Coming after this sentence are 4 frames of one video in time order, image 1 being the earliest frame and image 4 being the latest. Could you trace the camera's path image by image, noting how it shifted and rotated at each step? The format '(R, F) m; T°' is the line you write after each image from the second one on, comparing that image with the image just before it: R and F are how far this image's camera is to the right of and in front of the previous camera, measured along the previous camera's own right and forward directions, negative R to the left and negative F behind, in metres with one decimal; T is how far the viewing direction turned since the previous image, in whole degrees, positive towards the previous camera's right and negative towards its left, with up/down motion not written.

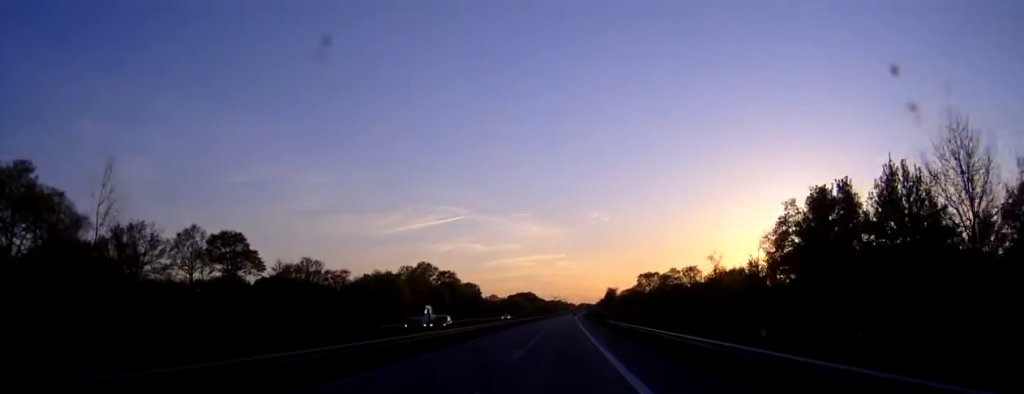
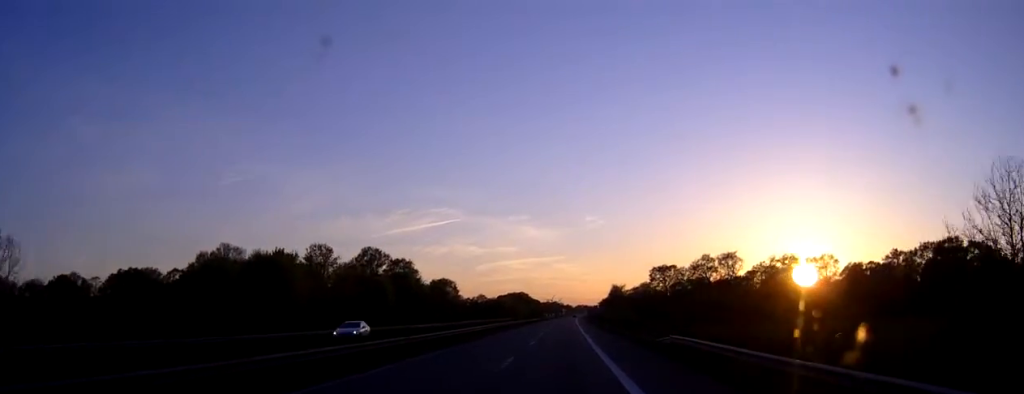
(+0.4, +58.4) m; 0°
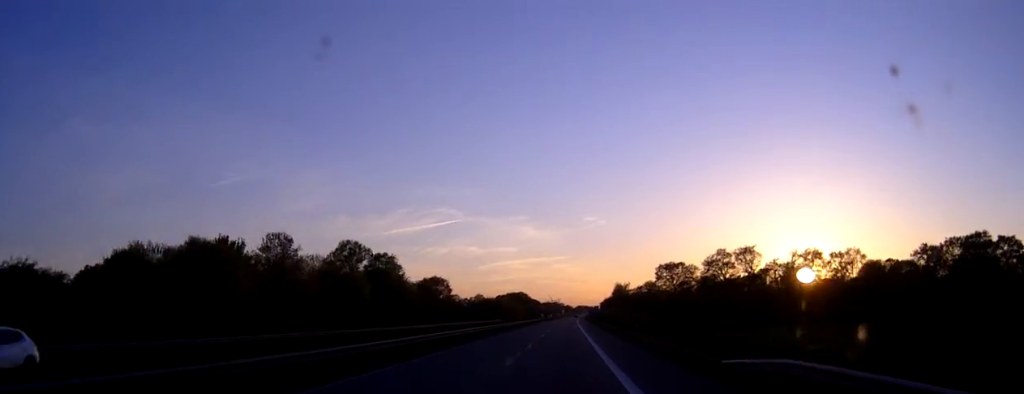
(-0.1, +16.9) m; 0°
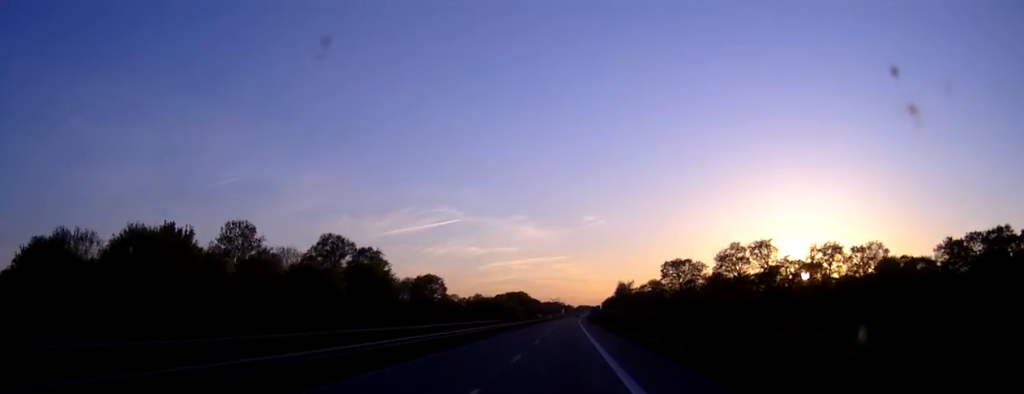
(0.0, +12.2) m; 0°
